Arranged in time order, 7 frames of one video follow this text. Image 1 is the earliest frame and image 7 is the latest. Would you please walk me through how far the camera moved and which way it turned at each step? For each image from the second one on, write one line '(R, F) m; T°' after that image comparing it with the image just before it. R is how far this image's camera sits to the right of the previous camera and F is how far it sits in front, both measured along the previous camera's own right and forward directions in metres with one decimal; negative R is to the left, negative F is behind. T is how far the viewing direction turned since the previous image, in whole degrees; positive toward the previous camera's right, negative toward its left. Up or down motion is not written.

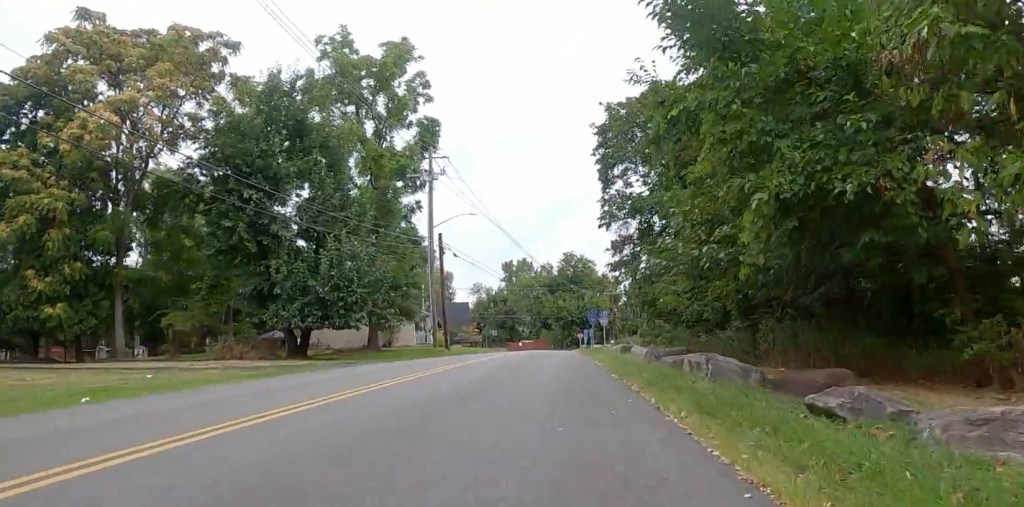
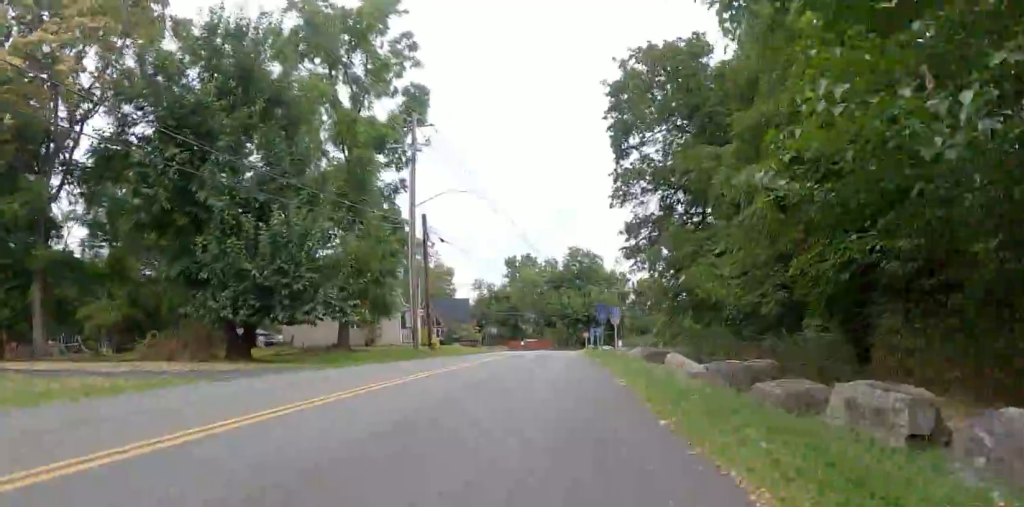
(0.0, +6.1) m; +1°
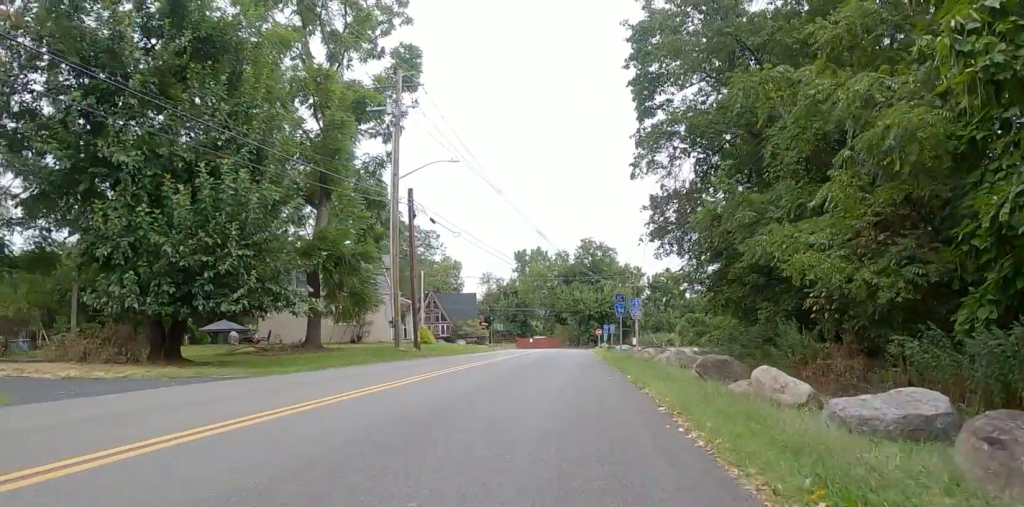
(+0.1, +5.5) m; +1°
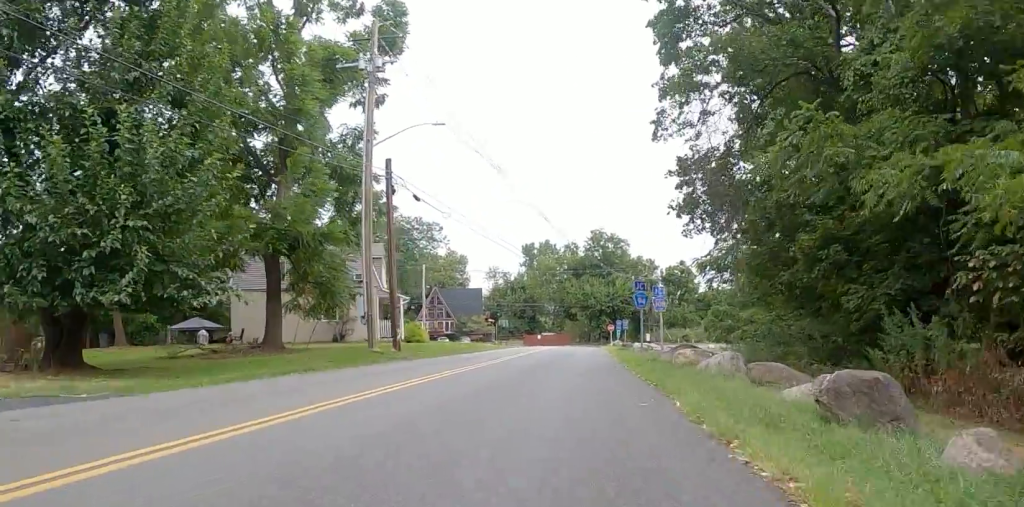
(+0.1, +4.8) m; -1°
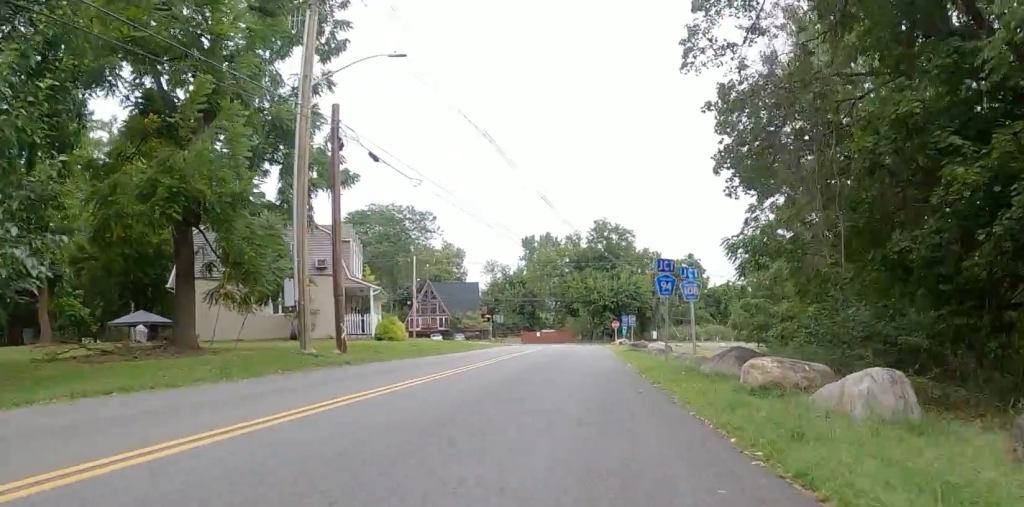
(+0.1, +5.9) m; -8°
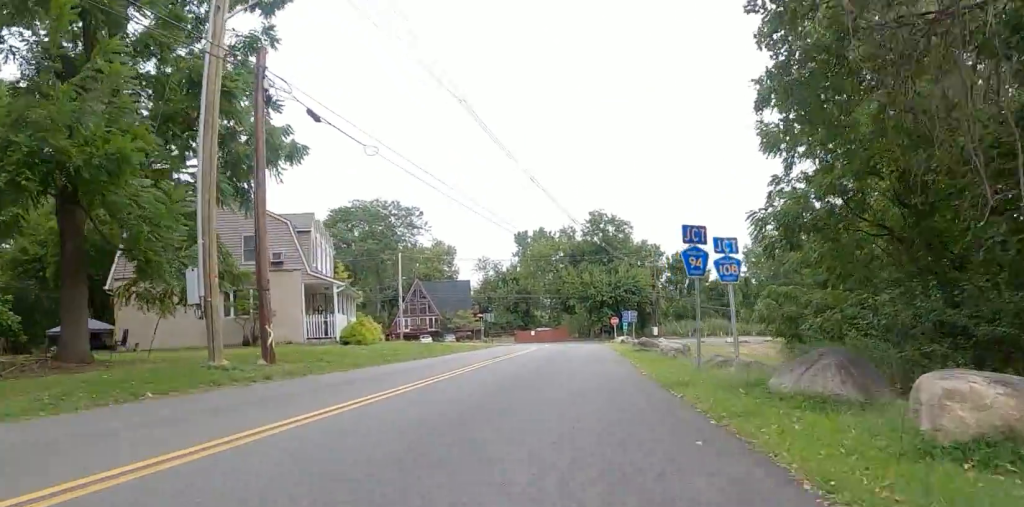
(-0.7, +4.5) m; -1°
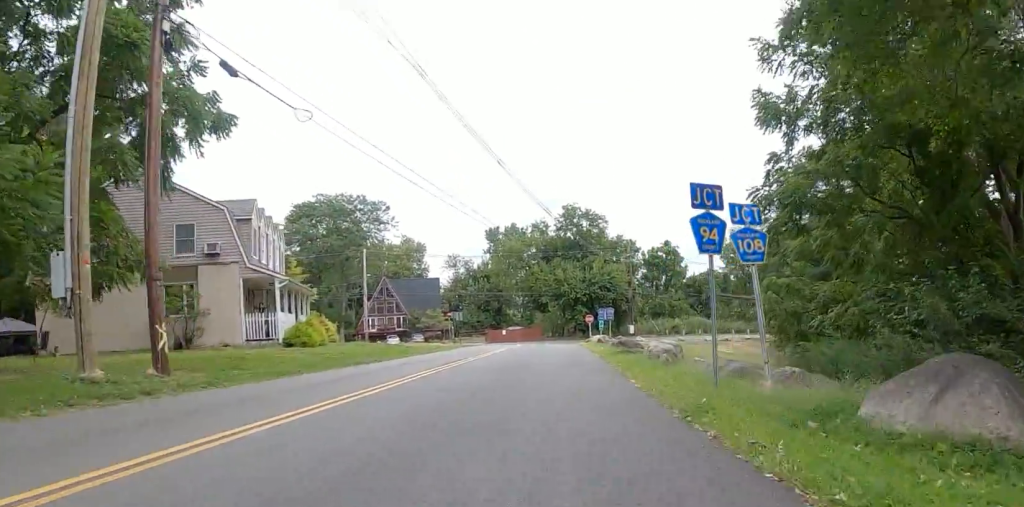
(-0.5, +3.1) m; 0°
